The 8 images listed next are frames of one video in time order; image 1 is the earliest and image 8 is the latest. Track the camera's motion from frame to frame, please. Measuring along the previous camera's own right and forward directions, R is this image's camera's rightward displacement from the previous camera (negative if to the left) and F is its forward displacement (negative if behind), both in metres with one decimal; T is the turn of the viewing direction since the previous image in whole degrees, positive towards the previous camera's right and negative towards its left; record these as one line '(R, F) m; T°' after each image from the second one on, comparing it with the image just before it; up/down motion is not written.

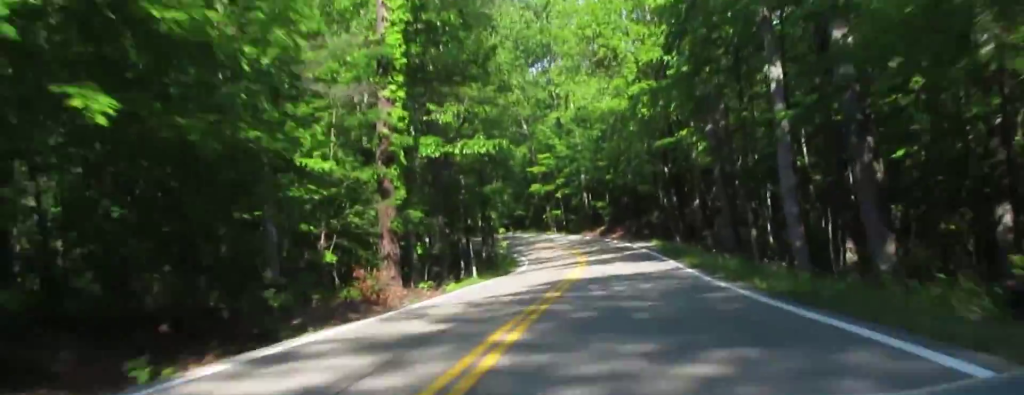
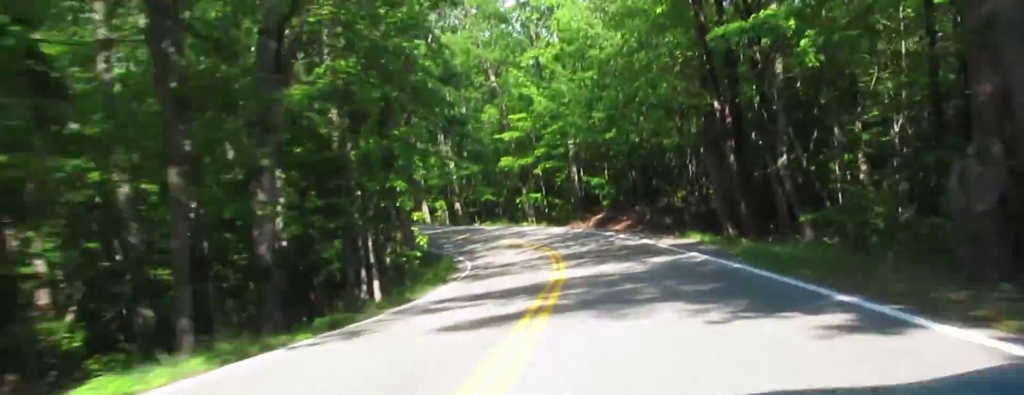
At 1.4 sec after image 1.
(+5.3, +27.8) m; +20°
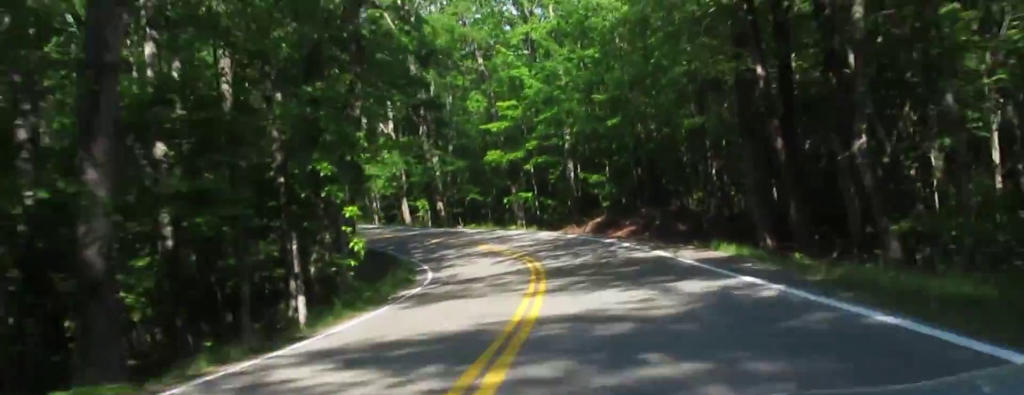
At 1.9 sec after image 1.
(+1.6, +9.8) m; +3°
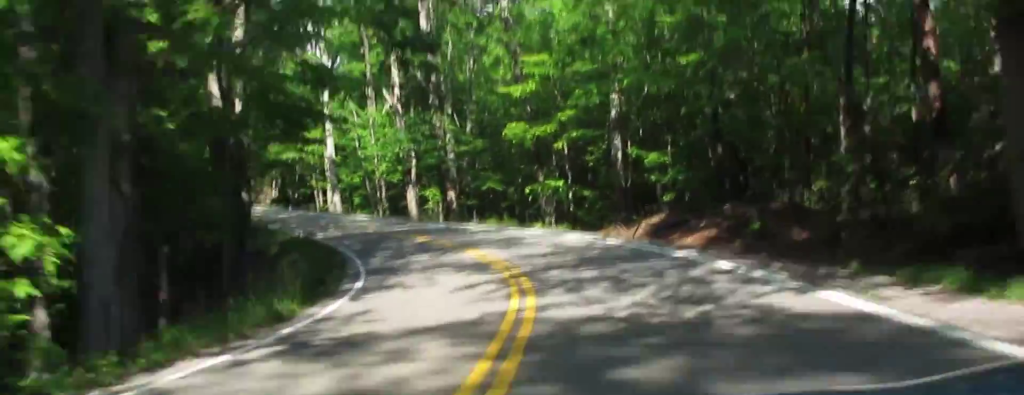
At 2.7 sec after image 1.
(-0.2, +17.2) m; -2°
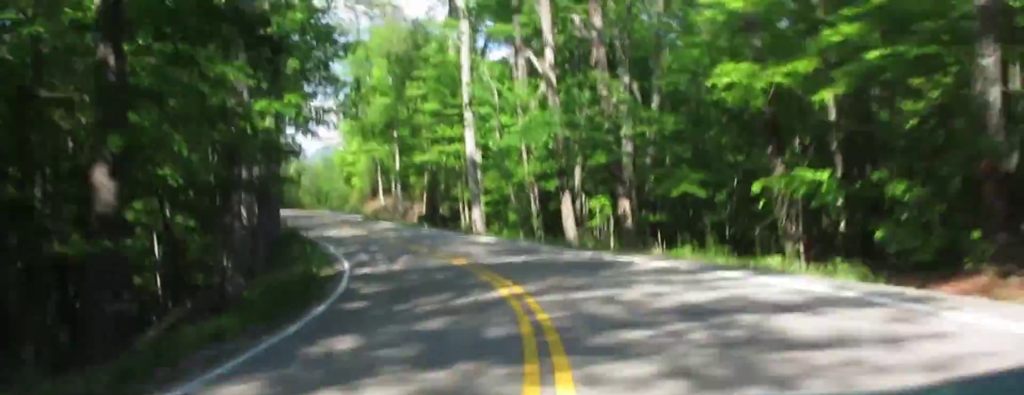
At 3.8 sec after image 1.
(-0.8, +23.2) m; -4°
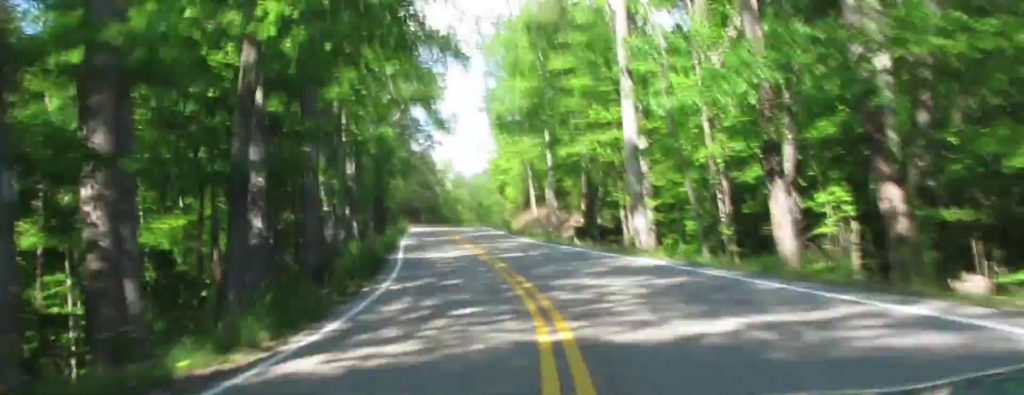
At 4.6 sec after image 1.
(-0.3, +15.6) m; -4°
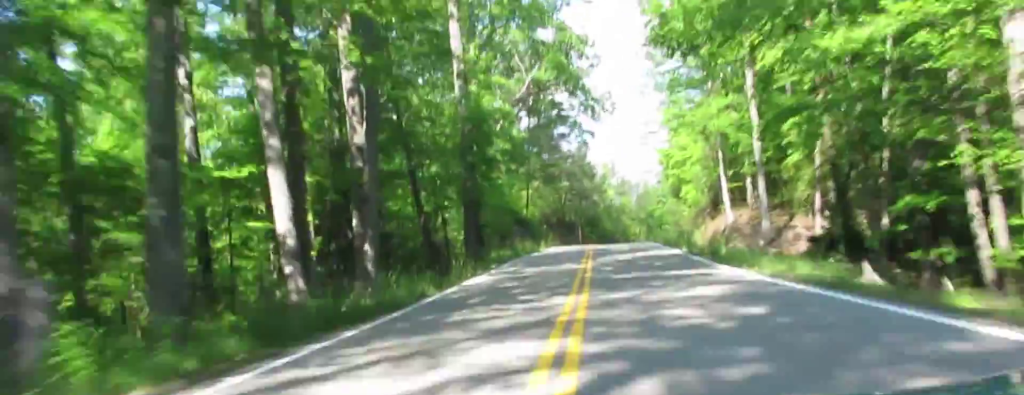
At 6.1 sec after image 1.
(-2.2, +30.0) m; -12°
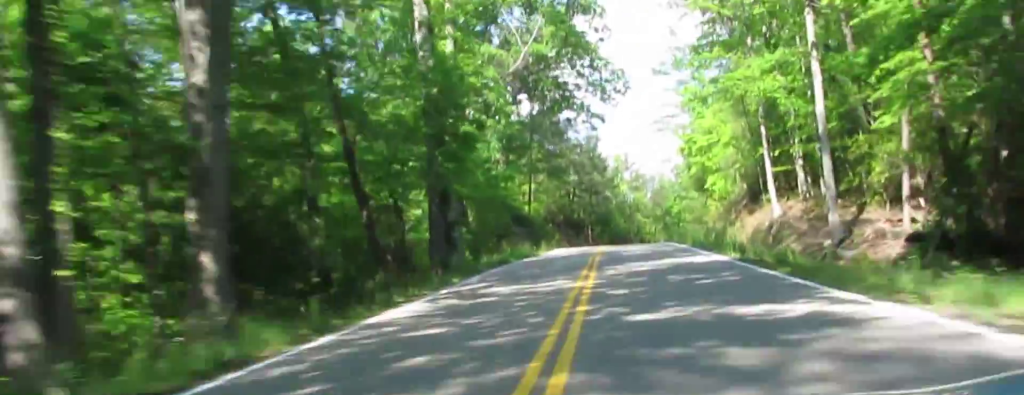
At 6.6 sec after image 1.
(-0.9, +11.6) m; -5°
